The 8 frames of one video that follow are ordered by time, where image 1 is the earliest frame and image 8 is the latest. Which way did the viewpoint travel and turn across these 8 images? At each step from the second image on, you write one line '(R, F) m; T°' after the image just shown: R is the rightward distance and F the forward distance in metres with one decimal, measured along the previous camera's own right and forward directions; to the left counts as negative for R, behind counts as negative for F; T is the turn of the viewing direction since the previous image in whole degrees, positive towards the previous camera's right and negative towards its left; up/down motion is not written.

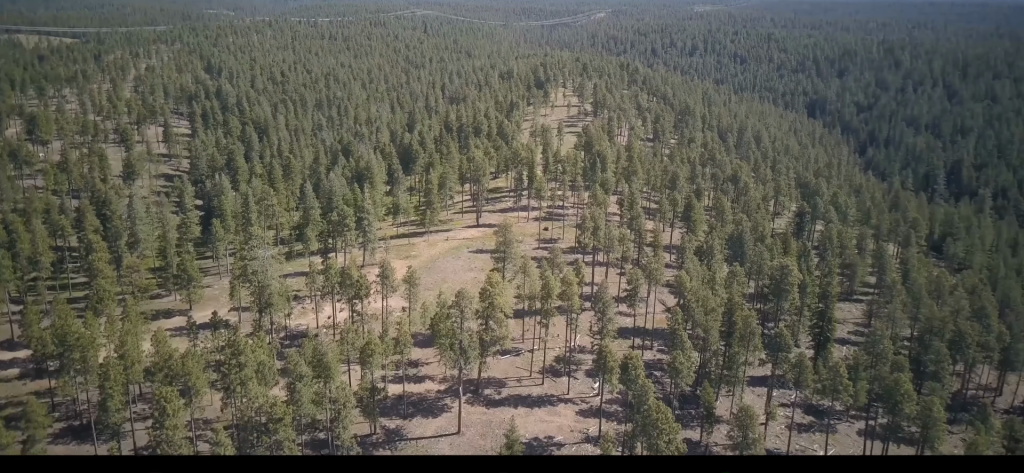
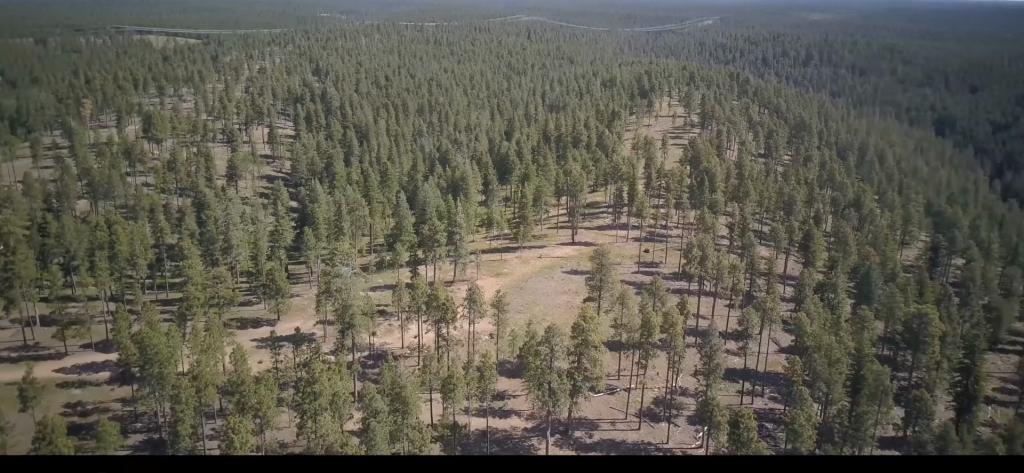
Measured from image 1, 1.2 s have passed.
(-0.5, +14.4) m; -6°
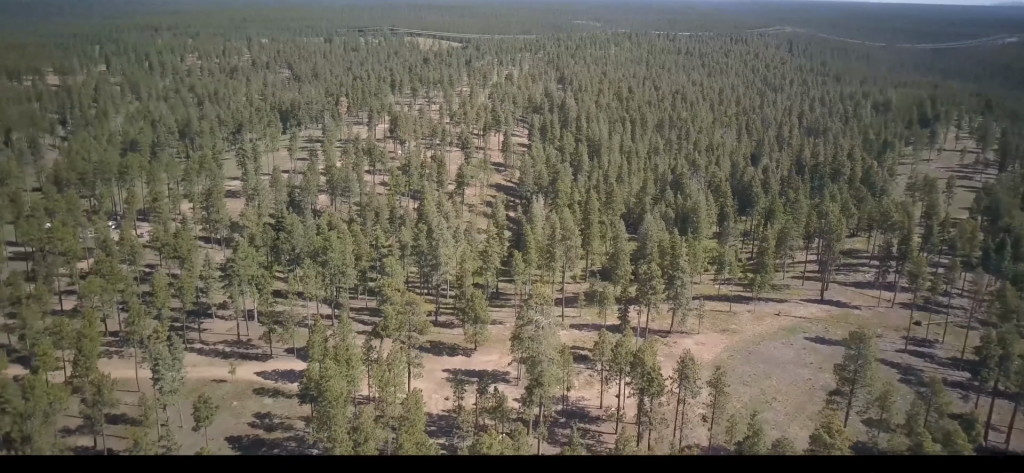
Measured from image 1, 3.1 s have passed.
(-2.8, +24.2) m; -13°
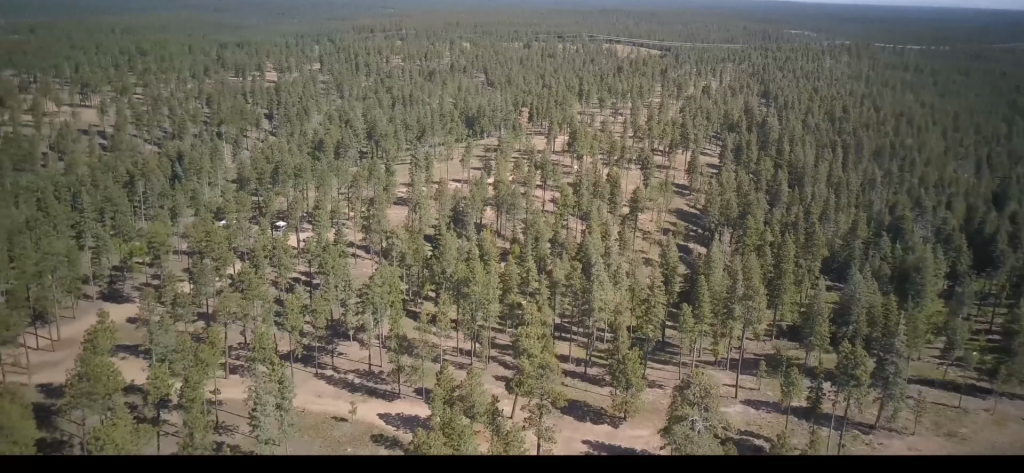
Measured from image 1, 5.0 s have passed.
(-3.2, +25.1) m; -14°
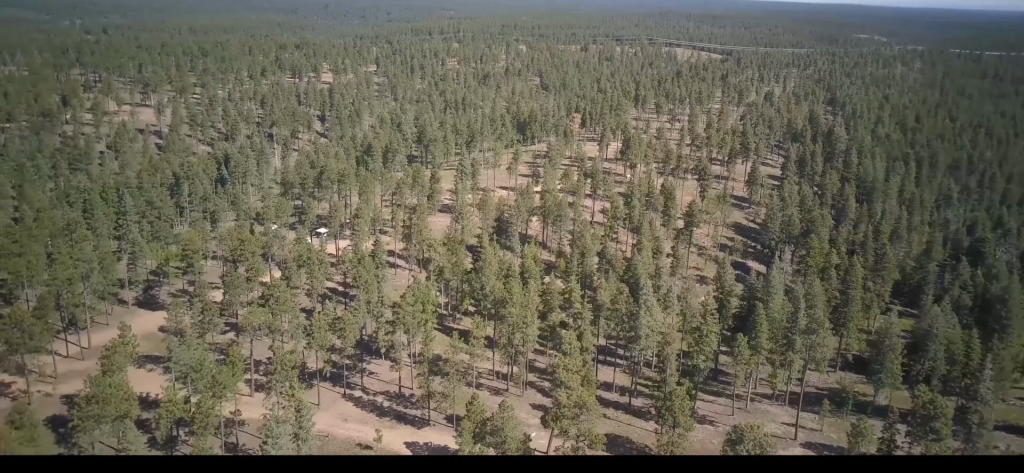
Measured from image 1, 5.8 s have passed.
(-0.6, +11.1) m; -5°
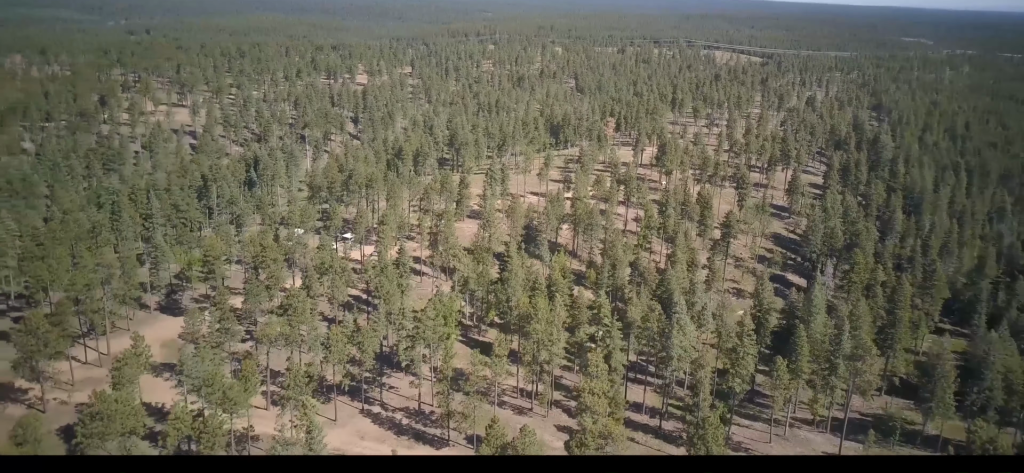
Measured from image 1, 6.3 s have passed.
(-0.1, +6.8) m; -3°
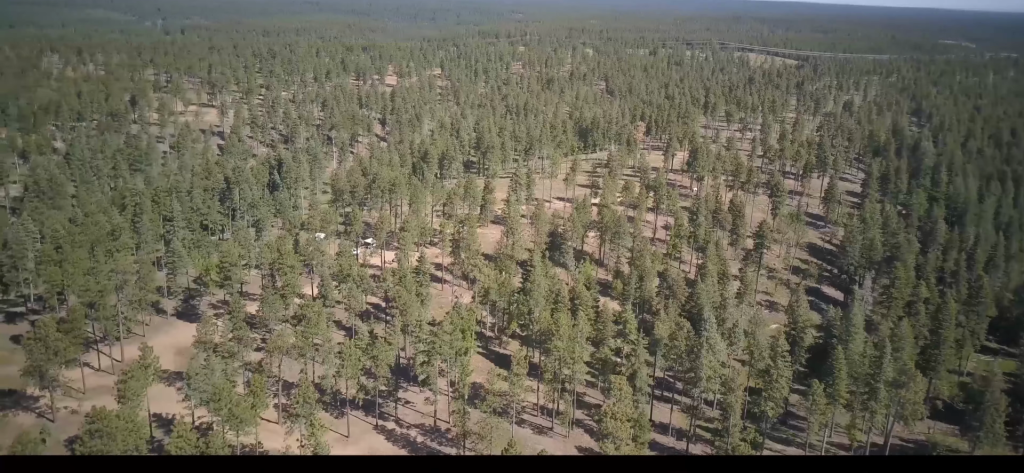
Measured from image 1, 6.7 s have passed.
(-0.3, +6.5) m; -2°
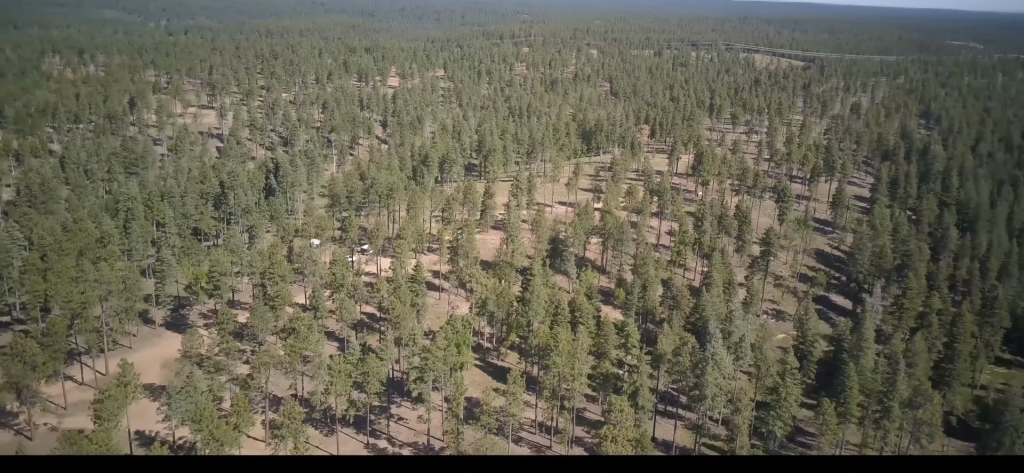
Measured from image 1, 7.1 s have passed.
(-0.1, +5.9) m; -2°
